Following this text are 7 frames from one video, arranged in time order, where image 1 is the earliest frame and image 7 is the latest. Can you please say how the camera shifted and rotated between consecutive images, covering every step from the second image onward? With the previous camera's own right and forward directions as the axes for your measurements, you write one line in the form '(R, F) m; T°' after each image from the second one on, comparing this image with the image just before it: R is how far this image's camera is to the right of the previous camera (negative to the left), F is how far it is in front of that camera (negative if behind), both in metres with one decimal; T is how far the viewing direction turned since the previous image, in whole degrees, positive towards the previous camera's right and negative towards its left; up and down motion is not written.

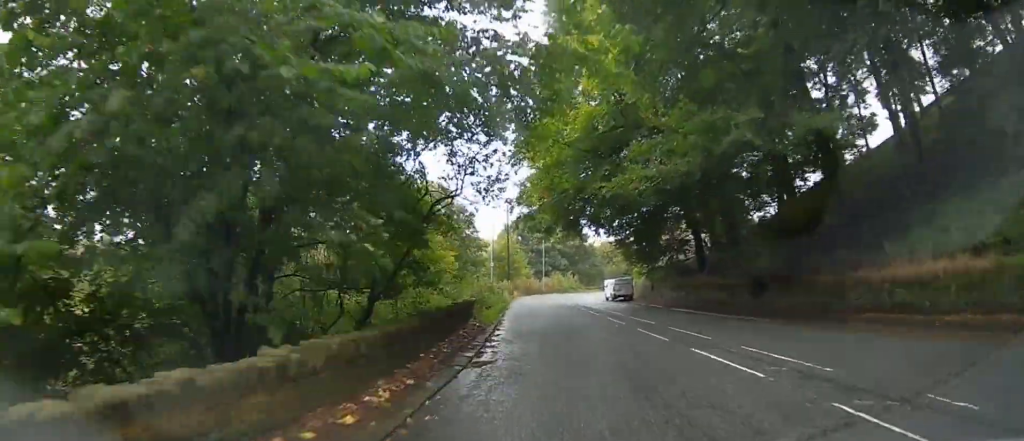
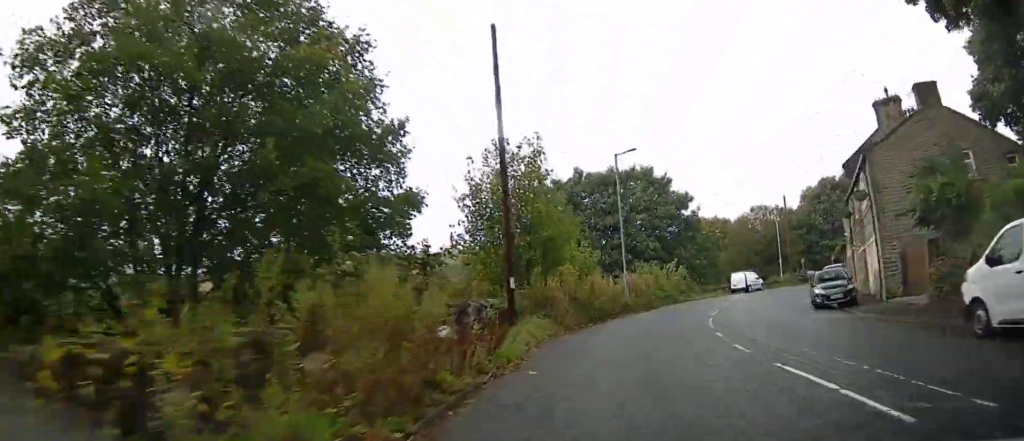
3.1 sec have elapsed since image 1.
(-5.9, +42.4) m; -11°
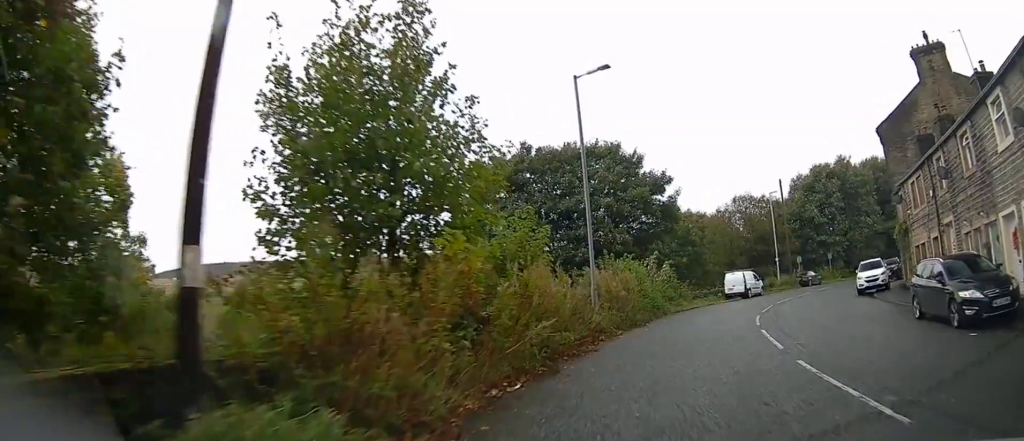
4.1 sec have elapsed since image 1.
(+0.1, +11.7) m; +4°
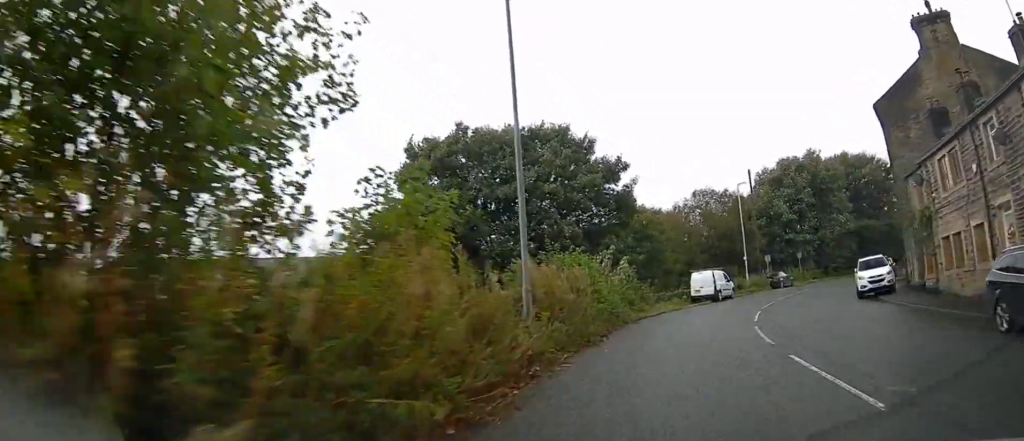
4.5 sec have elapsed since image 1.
(-0.2, +5.9) m; +3°
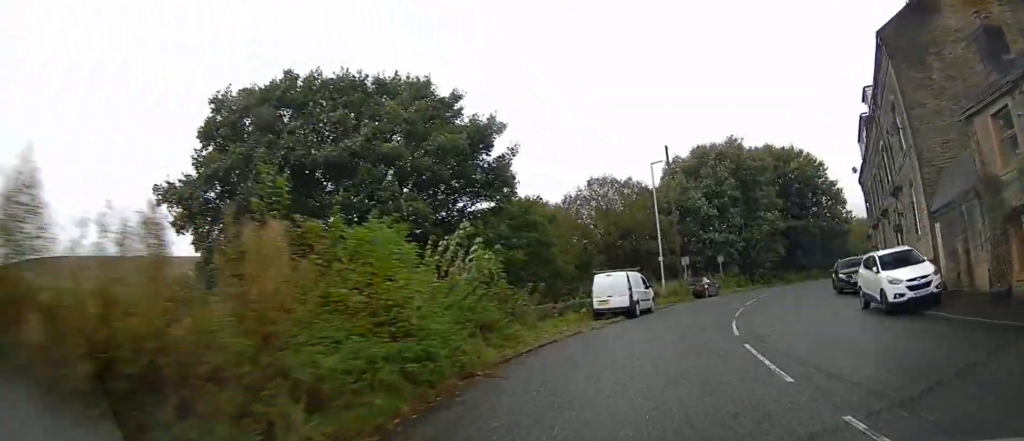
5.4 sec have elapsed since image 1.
(+1.0, +10.6) m; +10°
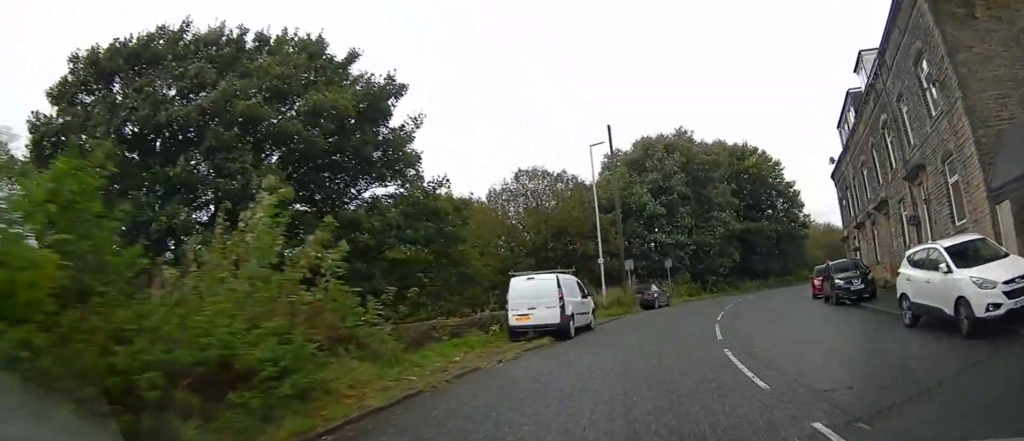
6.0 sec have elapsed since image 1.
(+0.5, +6.3) m; +6°
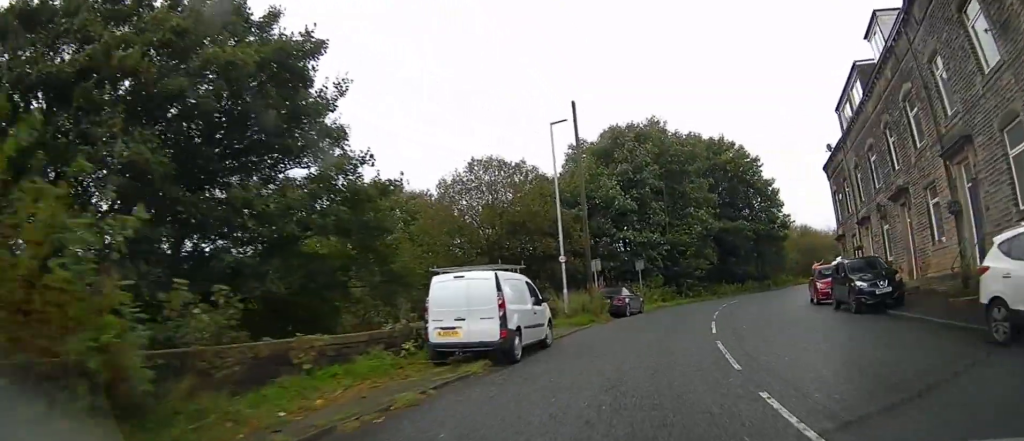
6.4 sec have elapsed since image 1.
(+0.1, +4.6) m; +5°
